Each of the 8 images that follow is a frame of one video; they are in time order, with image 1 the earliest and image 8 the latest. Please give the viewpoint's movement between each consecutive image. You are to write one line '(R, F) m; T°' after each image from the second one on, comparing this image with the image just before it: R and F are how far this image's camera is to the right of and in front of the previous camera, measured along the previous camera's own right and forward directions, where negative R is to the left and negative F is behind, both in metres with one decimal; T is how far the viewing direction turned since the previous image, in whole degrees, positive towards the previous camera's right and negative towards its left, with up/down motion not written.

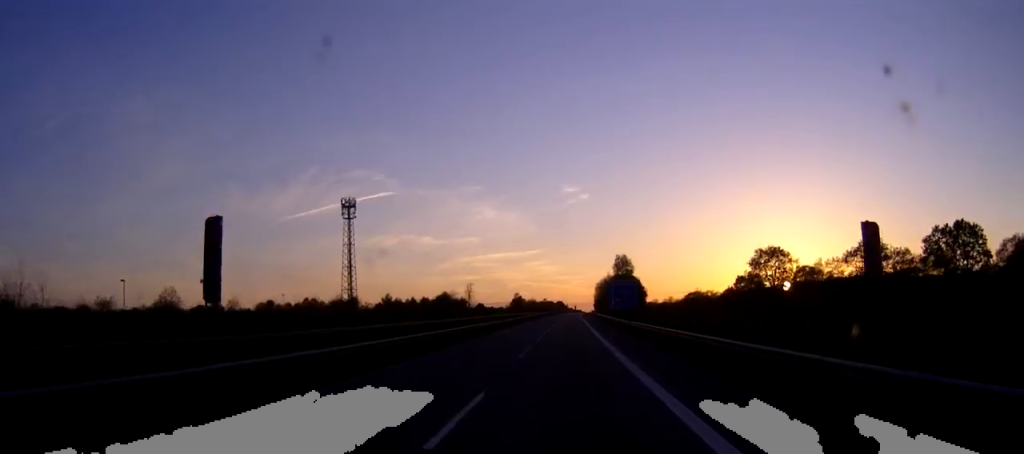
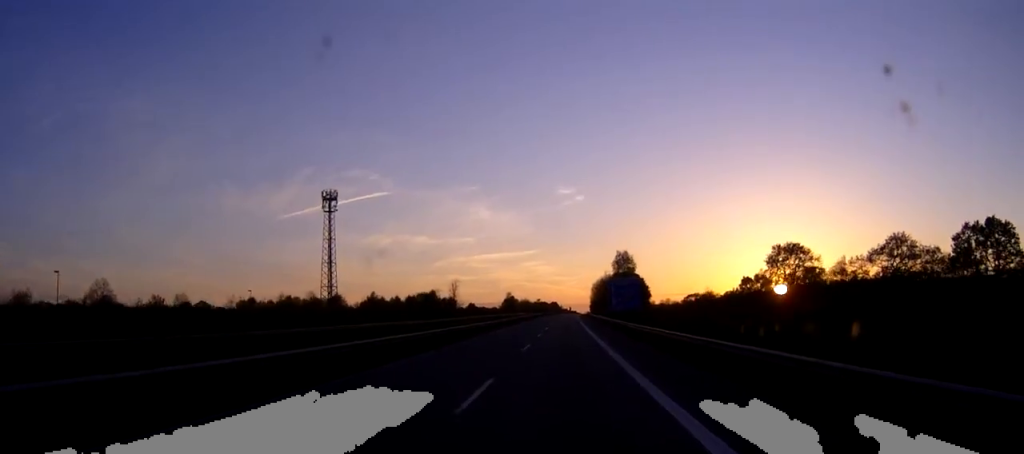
(0.0, +14.7) m; 0°
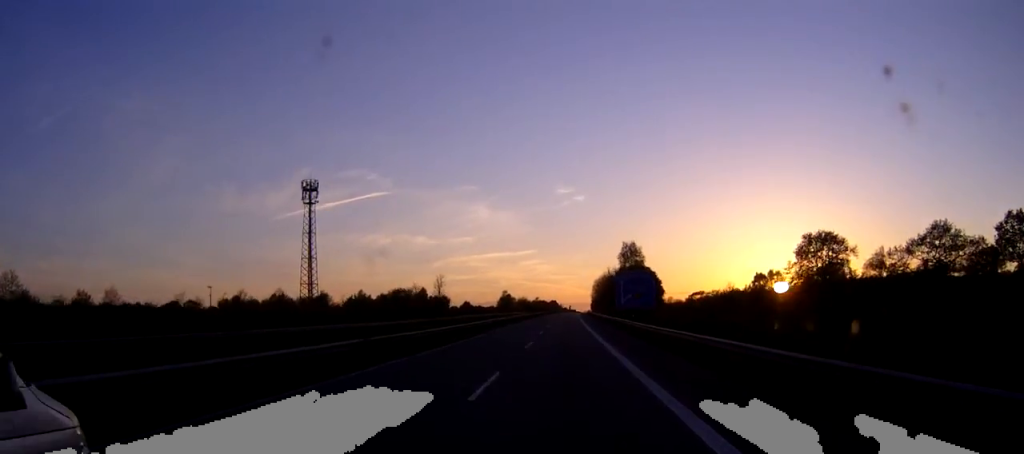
(0.0, +16.5) m; 0°
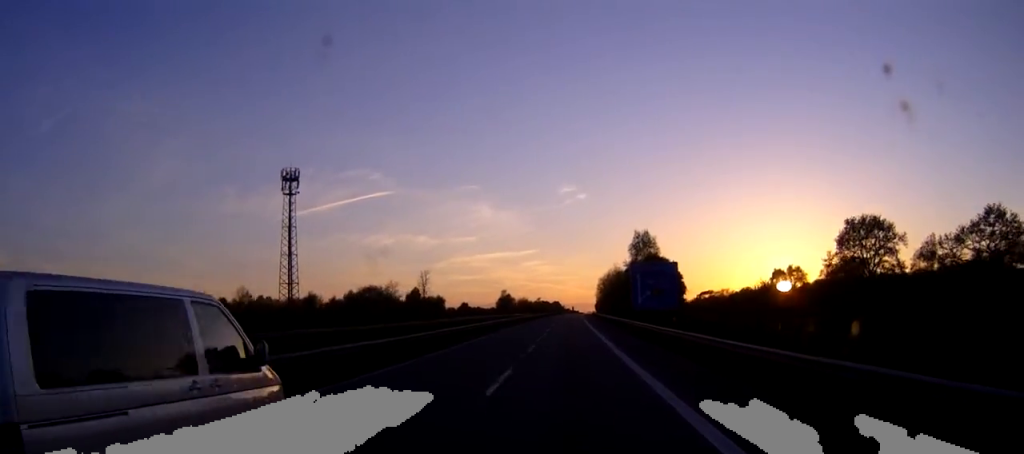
(0.0, +16.5) m; 0°
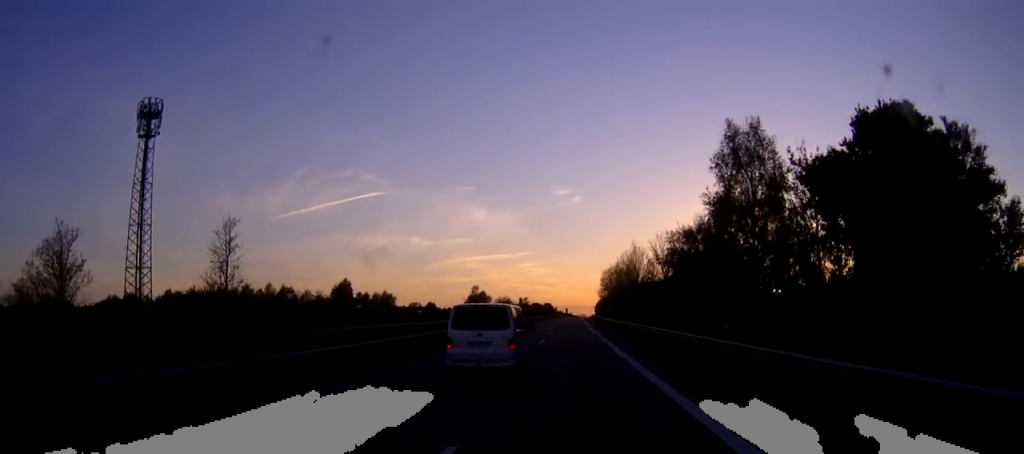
(+0.4, +65.8) m; +1°
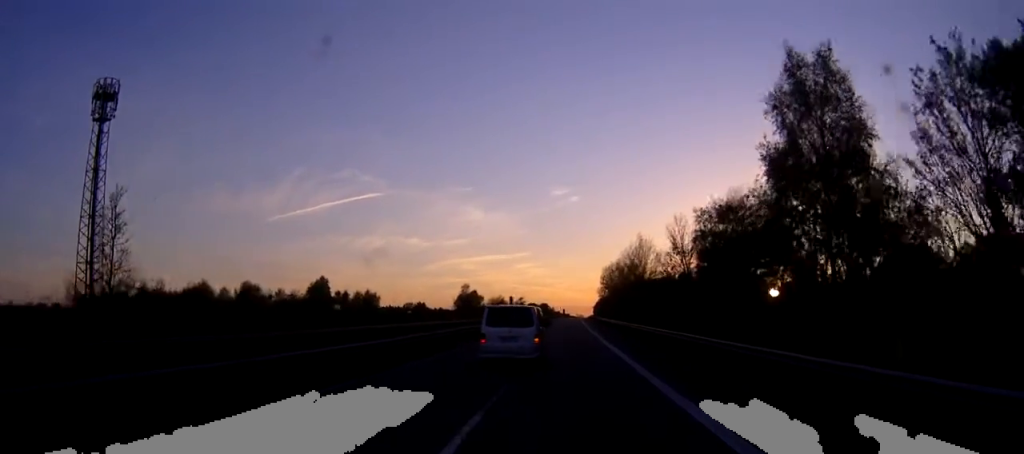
(0.0, +13.6) m; 0°
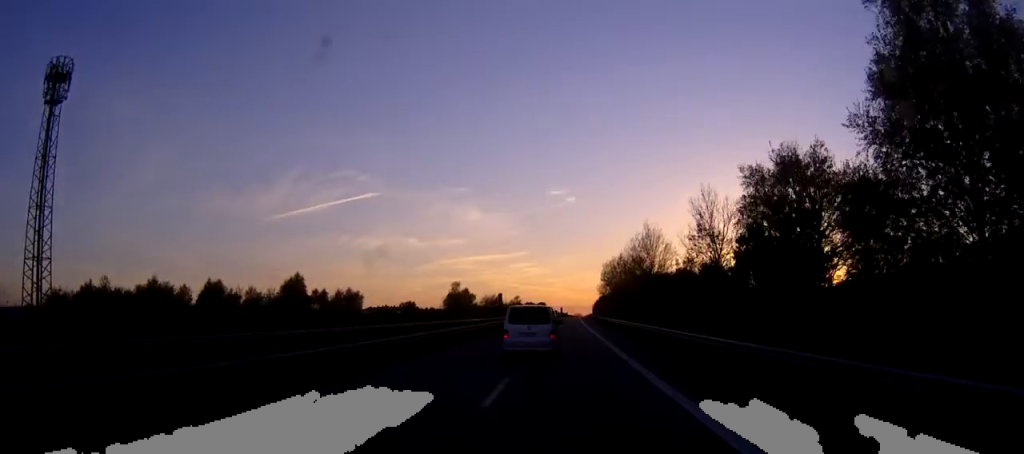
(0.0, +12.7) m; 0°
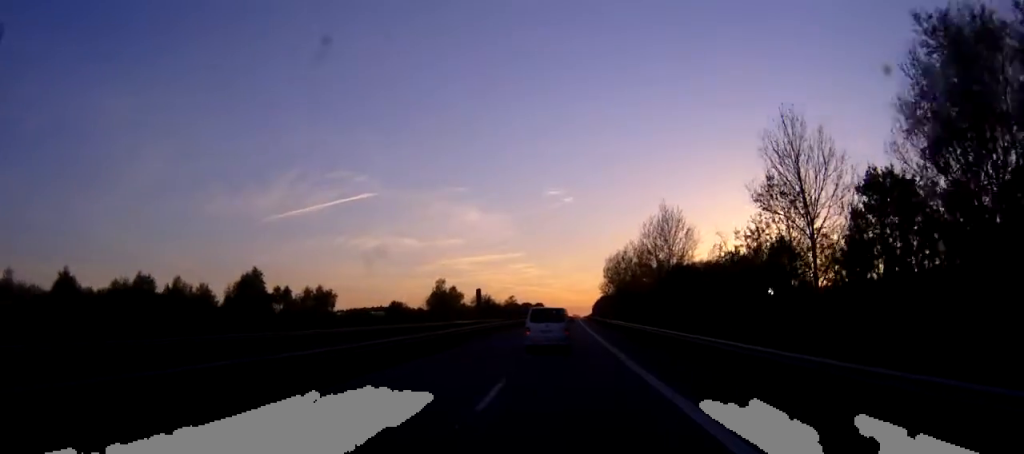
(0.0, +18.1) m; 0°
